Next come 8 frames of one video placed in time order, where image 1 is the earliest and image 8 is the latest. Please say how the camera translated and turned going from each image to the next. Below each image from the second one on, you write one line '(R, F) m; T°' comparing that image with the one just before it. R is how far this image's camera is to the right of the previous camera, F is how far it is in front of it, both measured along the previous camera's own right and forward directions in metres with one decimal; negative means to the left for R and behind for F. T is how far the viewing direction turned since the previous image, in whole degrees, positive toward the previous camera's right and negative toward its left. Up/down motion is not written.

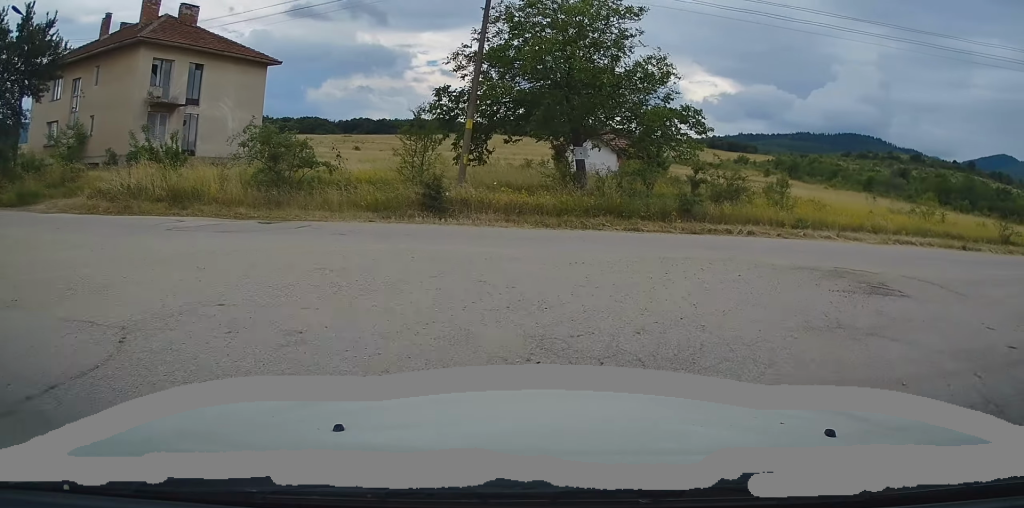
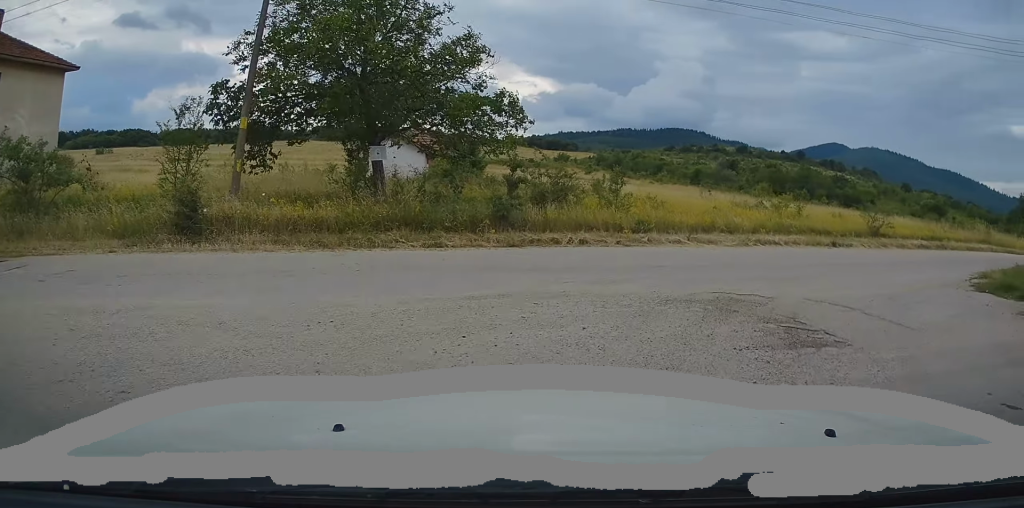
(+0.5, +3.5) m; +15°
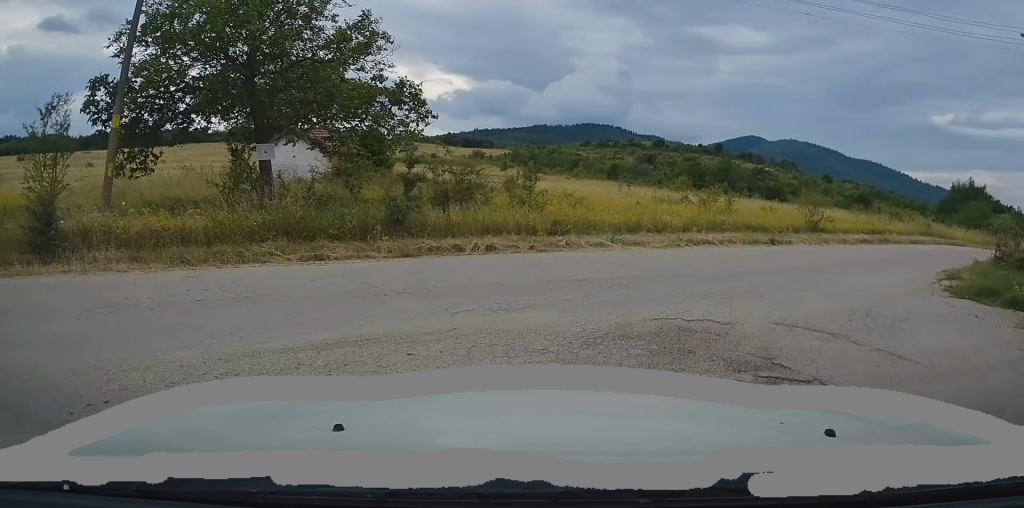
(+0.3, +2.1) m; +6°
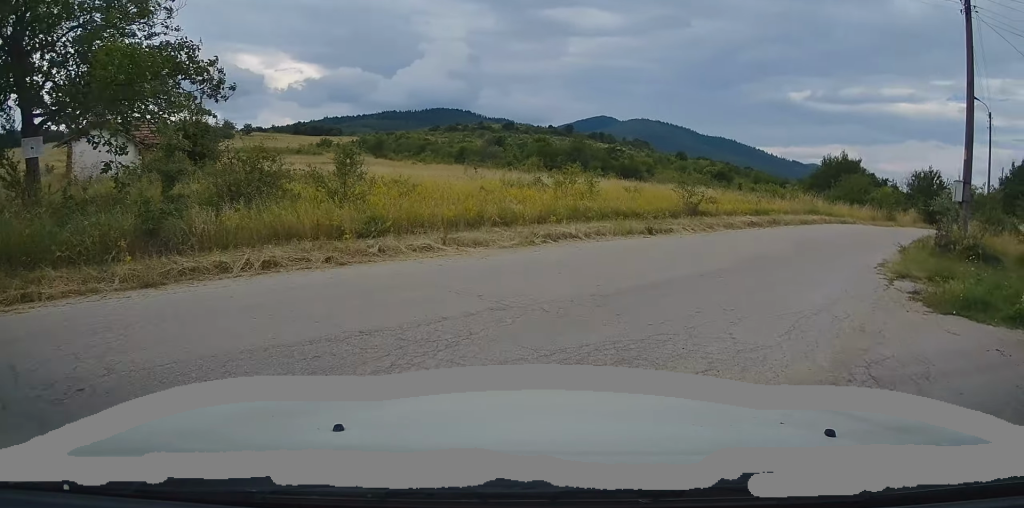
(+0.1, +3.8) m; +9°
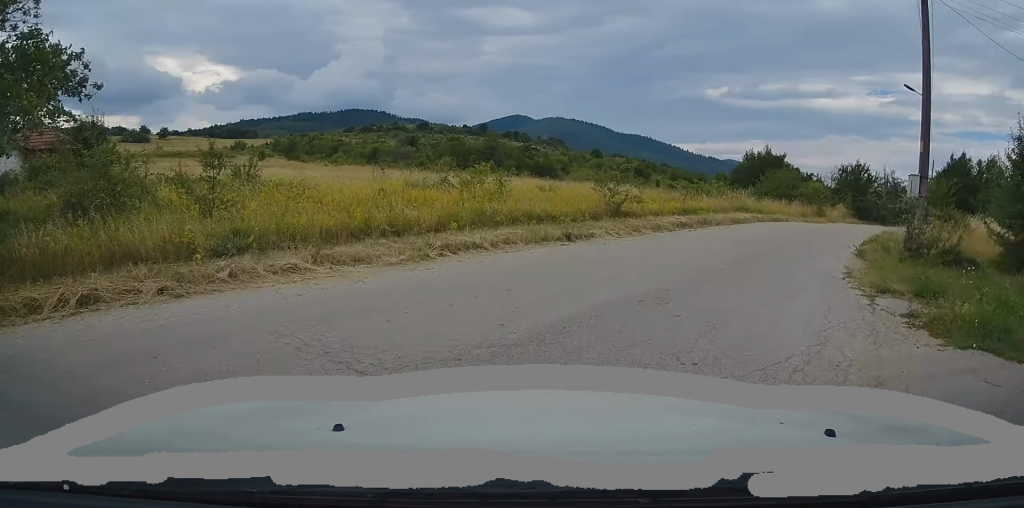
(0.0, +2.1) m; +5°
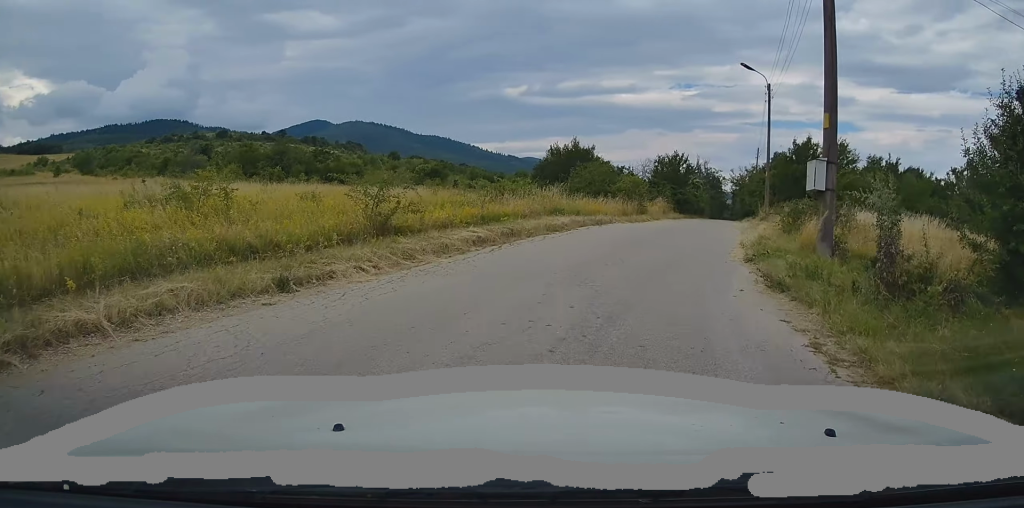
(+0.8, +5.4) m; +14°
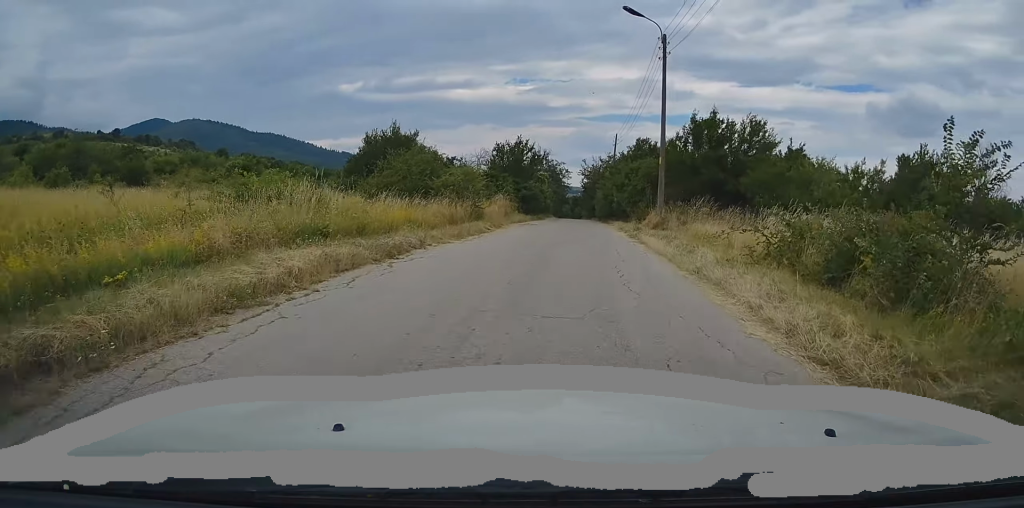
(+1.4, +11.4) m; +11°
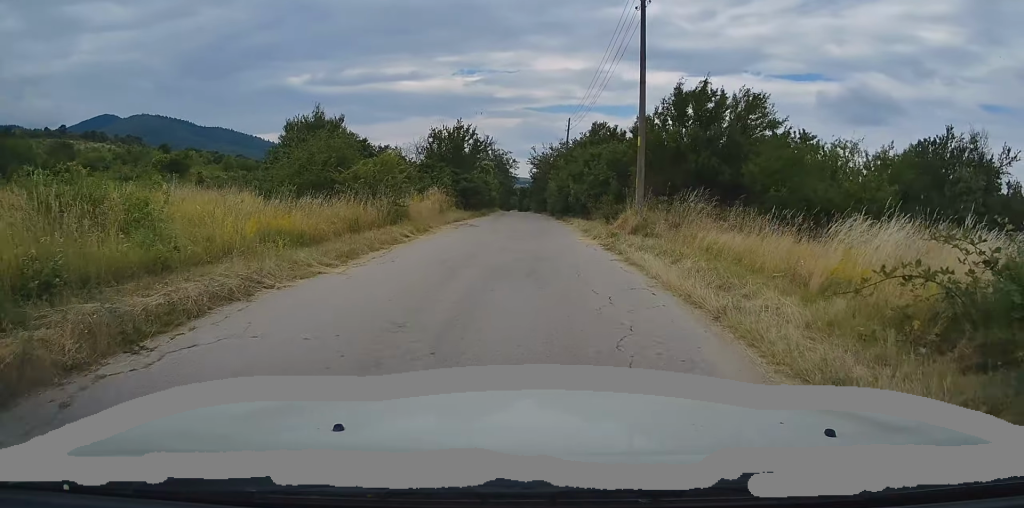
(+0.2, +6.6) m; +2°
